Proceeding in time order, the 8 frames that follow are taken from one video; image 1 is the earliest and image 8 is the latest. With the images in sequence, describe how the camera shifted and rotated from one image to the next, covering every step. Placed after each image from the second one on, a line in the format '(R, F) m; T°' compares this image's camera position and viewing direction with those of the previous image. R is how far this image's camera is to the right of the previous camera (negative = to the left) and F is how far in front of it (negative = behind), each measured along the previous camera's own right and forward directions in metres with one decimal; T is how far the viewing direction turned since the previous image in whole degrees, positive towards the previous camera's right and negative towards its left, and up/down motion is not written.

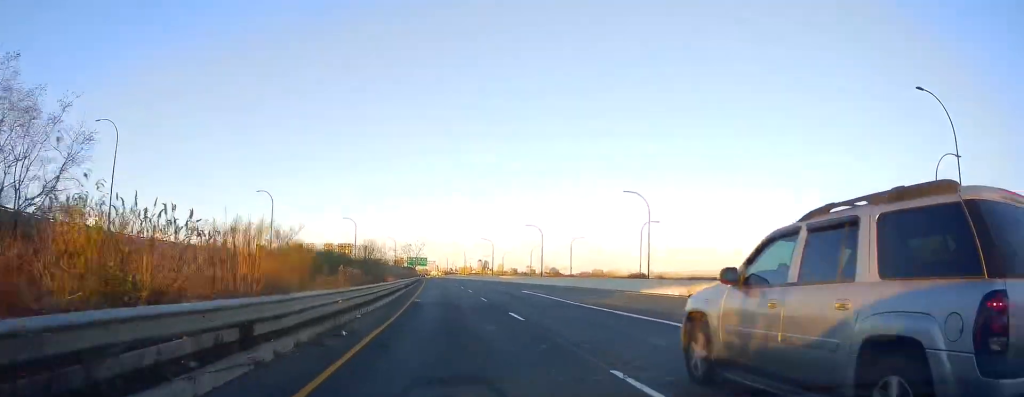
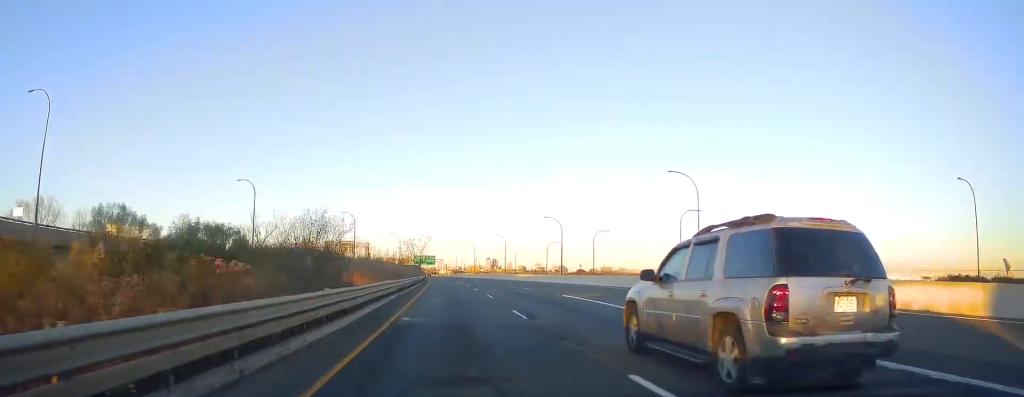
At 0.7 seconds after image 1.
(0.0, +11.9) m; -1°
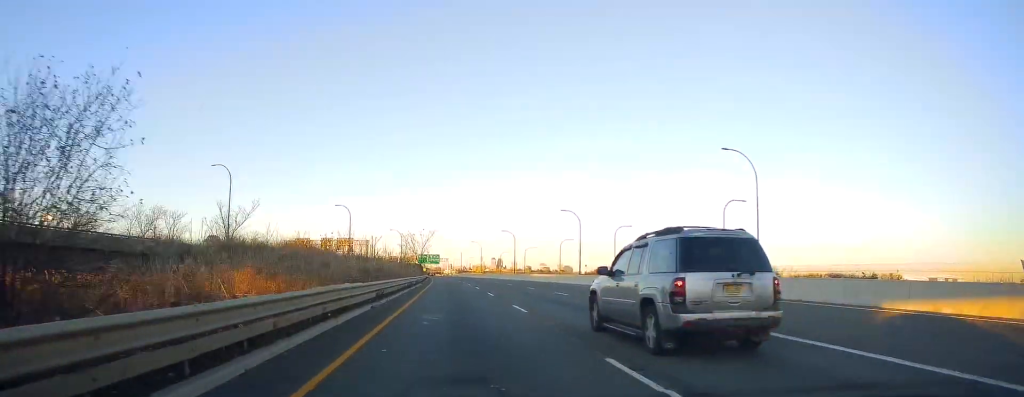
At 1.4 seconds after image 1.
(-0.3, +11.0) m; -1°
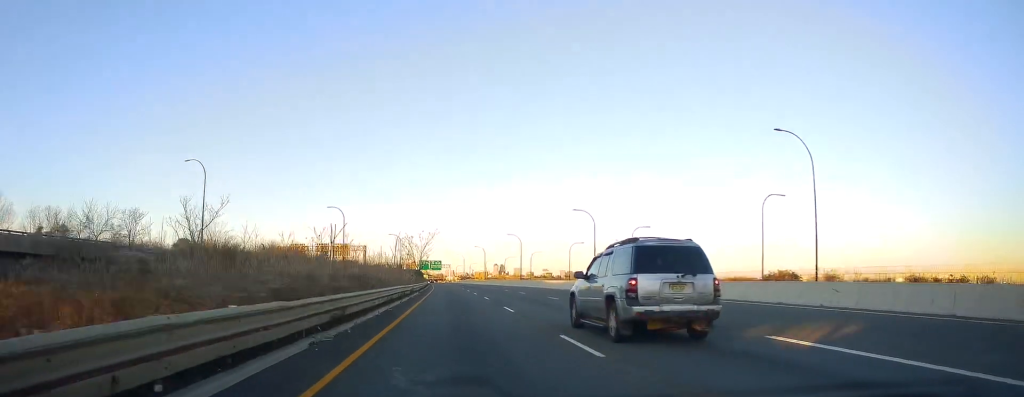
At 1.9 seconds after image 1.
(0.0, +8.2) m; -1°
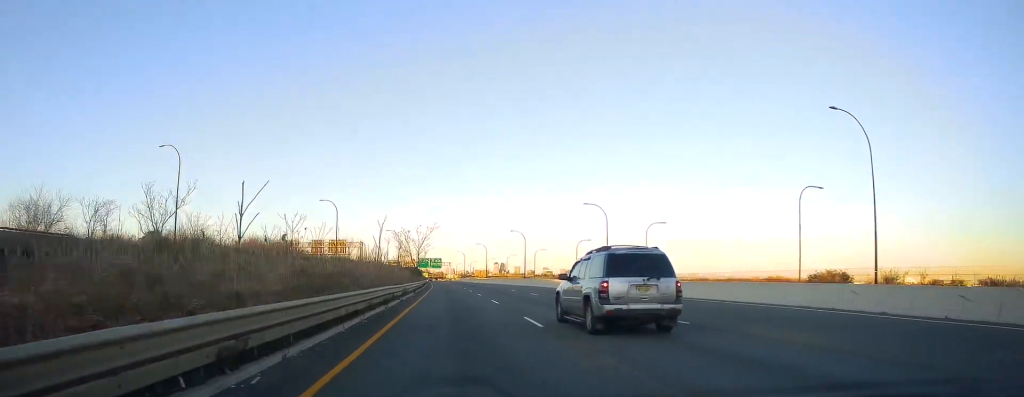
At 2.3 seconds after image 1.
(+0.1, +6.8) m; -1°
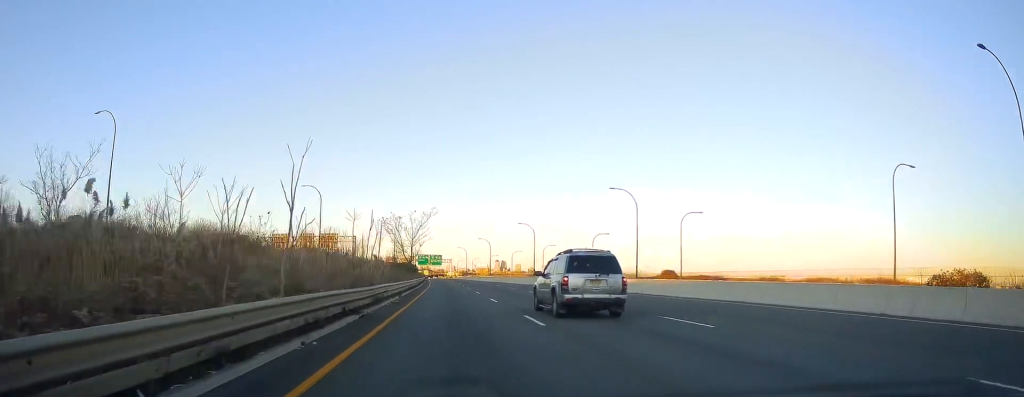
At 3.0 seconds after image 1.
(-0.3, +12.3) m; -1°
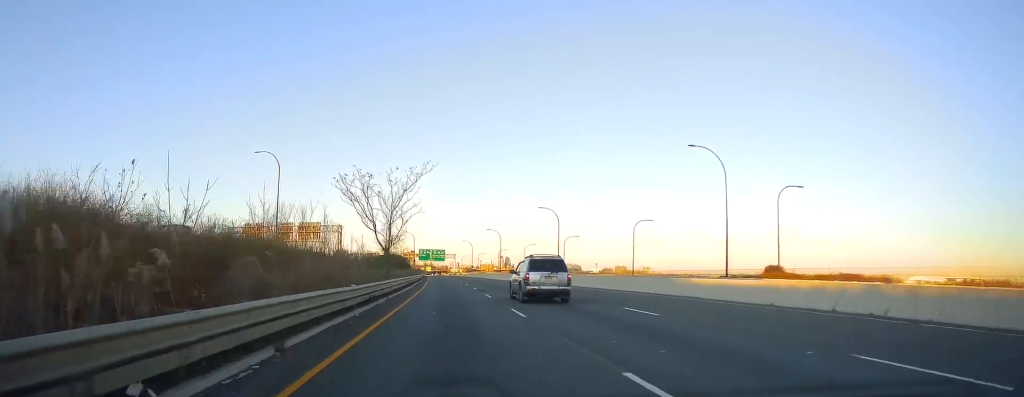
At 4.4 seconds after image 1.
(-0.2, +21.9) m; -1°
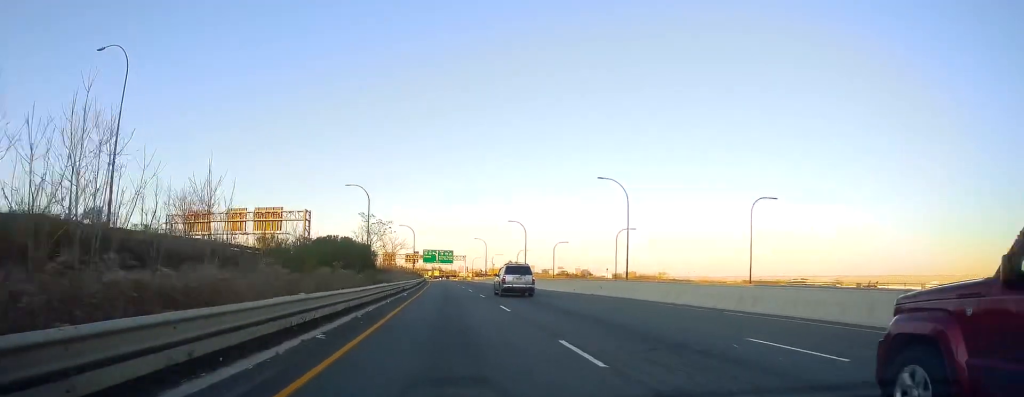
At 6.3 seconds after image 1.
(+0.6, +32.5) m; 0°
